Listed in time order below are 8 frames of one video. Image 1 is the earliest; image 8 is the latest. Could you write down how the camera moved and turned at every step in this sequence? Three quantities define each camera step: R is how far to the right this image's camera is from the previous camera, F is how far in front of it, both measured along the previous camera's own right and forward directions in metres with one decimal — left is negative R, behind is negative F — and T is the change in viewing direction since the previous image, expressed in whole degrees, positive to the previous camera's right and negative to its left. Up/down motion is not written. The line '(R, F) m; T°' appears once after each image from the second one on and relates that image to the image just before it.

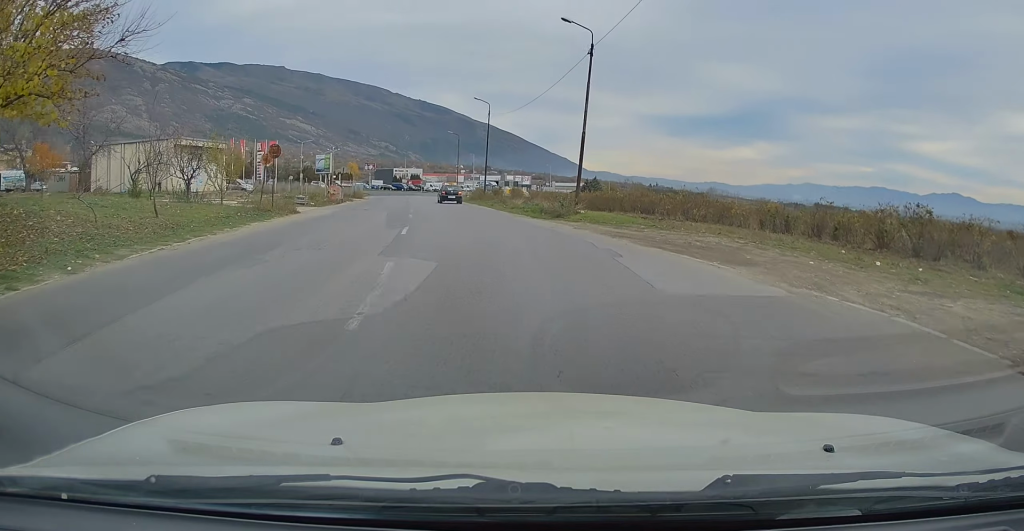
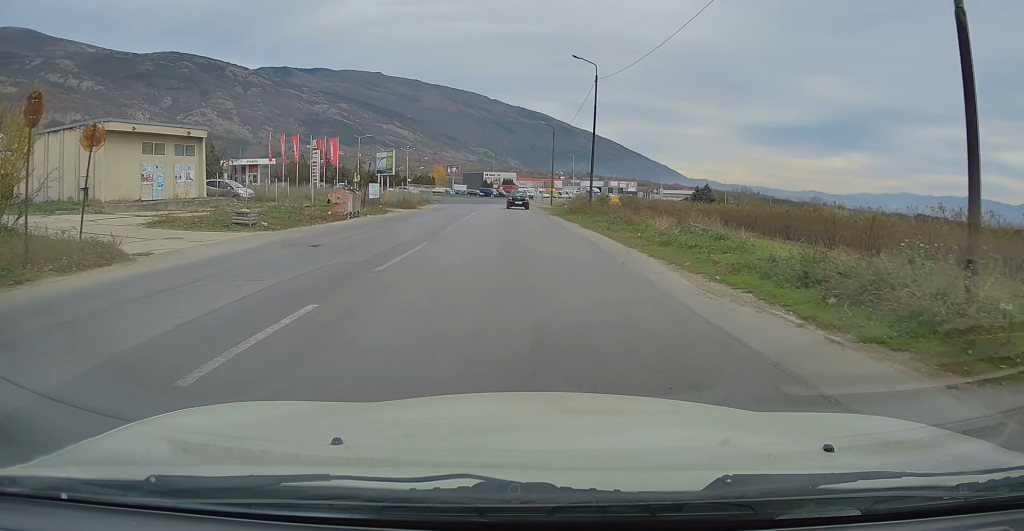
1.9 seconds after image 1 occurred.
(-1.5, +21.4) m; -8°
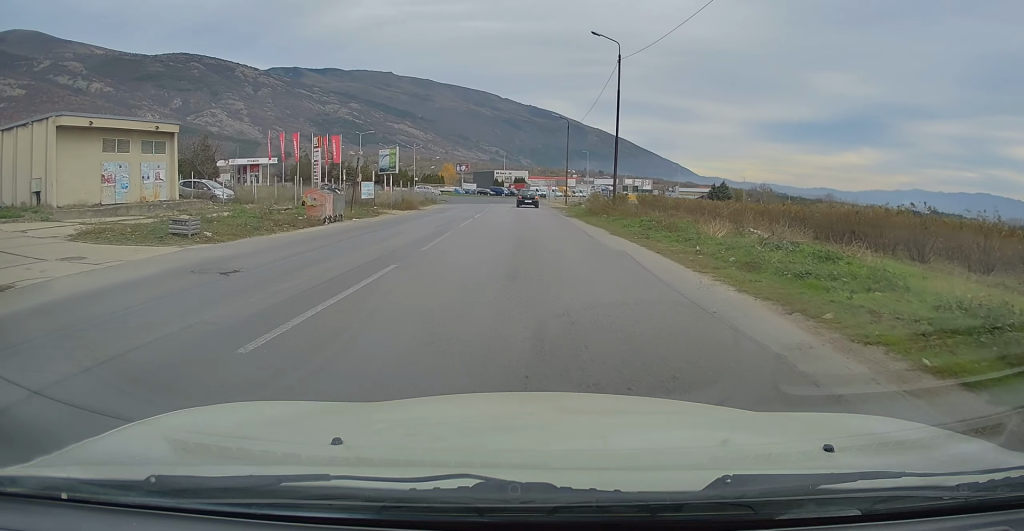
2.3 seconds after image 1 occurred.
(-0.2, +5.2) m; -1°
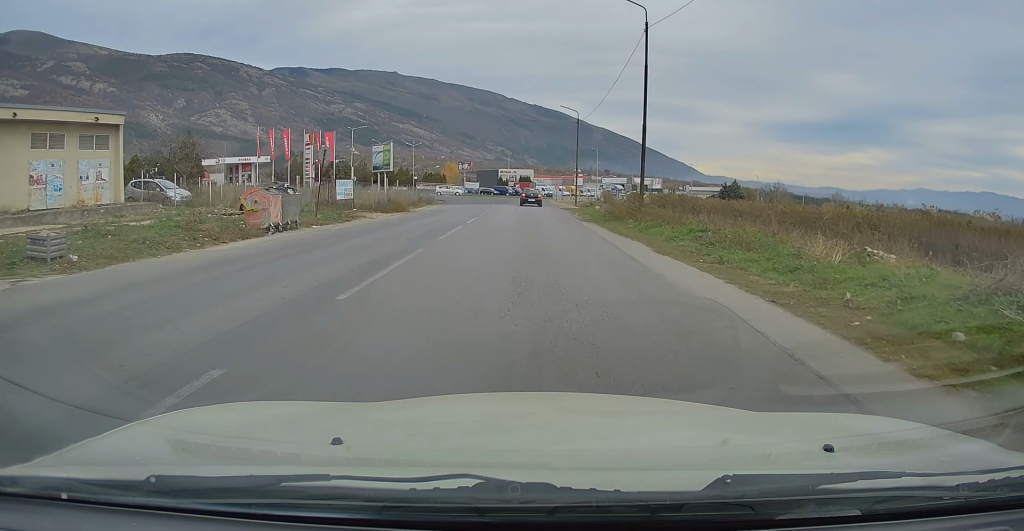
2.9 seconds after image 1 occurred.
(-0.1, +6.4) m; -1°
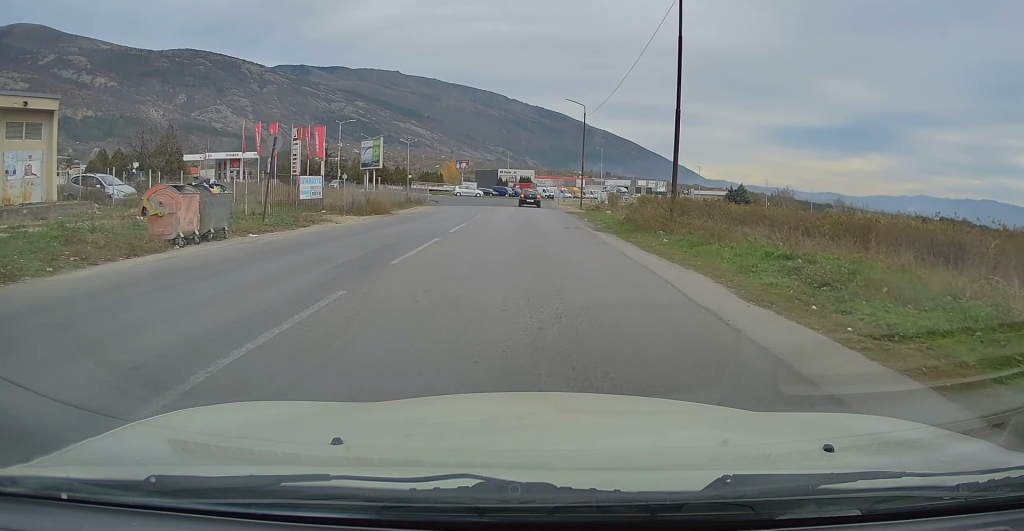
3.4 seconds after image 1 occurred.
(0.0, +5.6) m; 0°
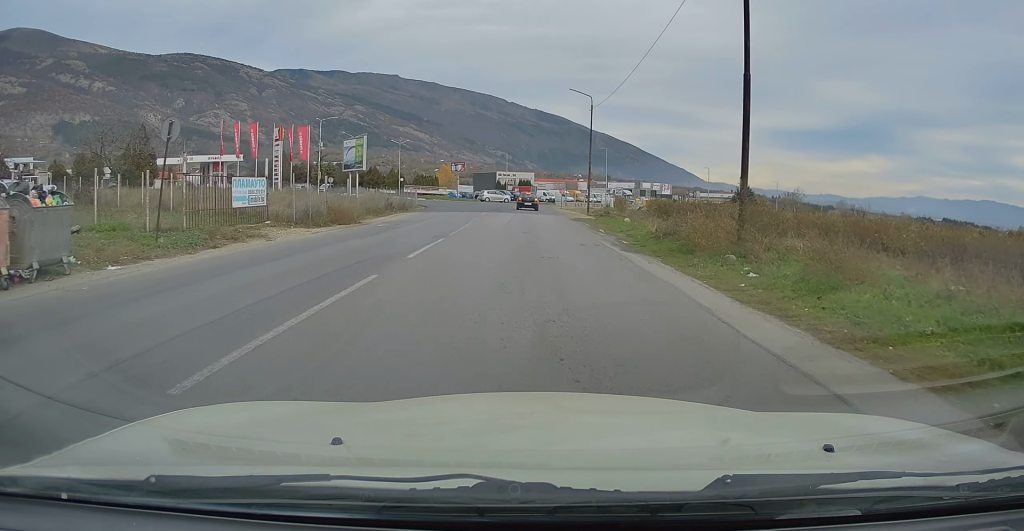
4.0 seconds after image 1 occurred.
(0.0, +6.7) m; 0°
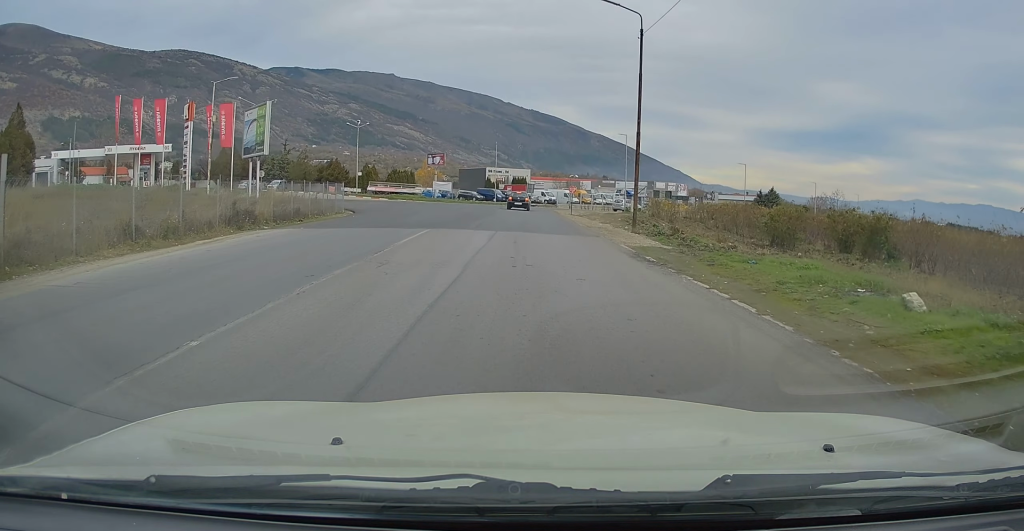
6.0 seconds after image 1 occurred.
(+0.3, +22.4) m; +2°
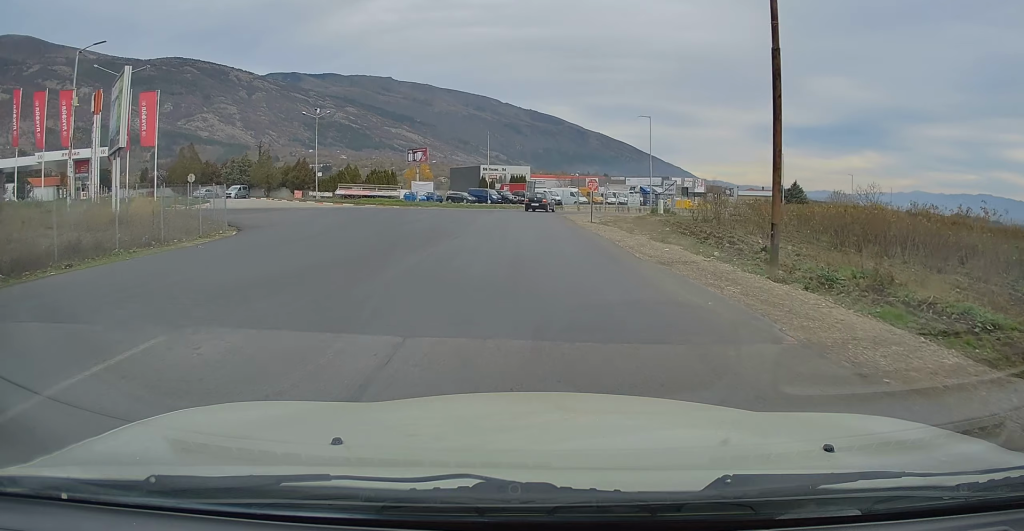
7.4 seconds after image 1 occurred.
(0.0, +14.8) m; -2°
